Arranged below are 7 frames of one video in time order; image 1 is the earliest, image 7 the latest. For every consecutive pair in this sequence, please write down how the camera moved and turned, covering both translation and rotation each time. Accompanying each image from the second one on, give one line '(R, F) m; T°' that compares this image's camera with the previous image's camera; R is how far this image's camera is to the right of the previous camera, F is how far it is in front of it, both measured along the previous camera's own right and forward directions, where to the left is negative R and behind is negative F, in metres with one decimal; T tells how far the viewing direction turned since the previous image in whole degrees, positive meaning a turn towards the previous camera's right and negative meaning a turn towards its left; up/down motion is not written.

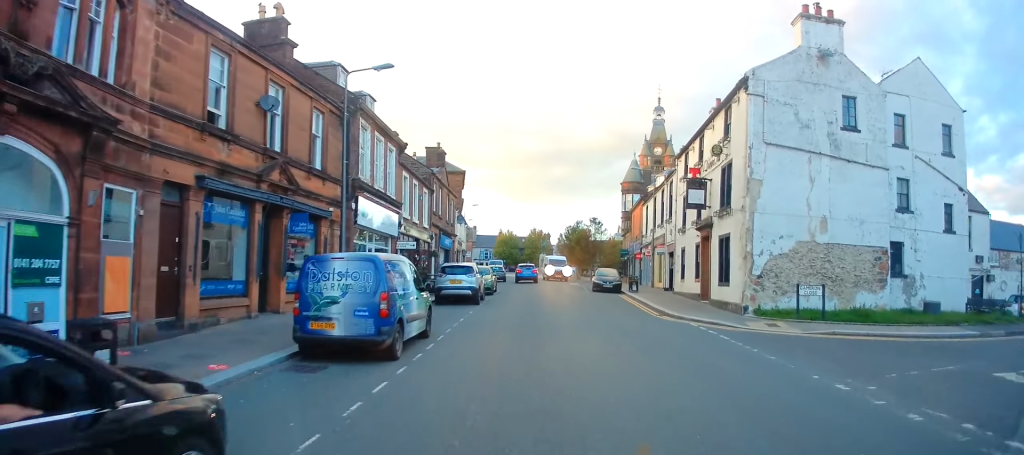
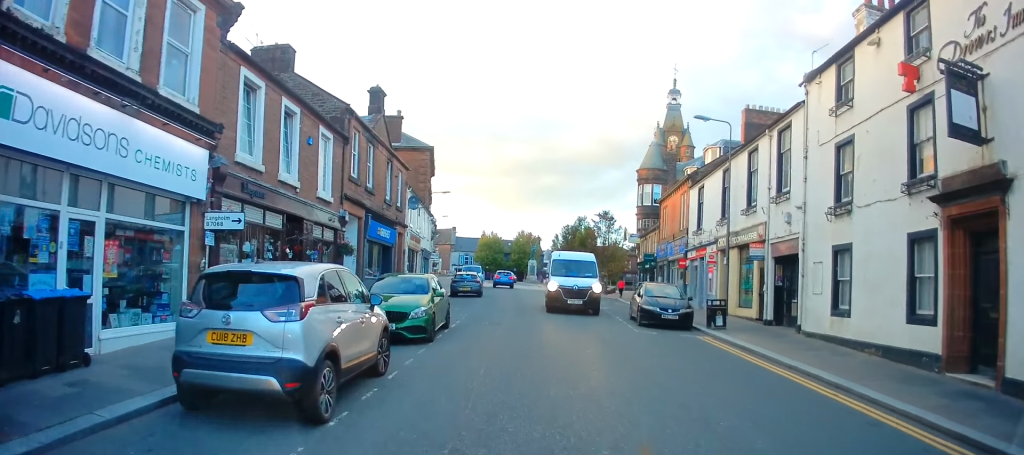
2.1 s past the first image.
(0.0, +17.2) m; 0°
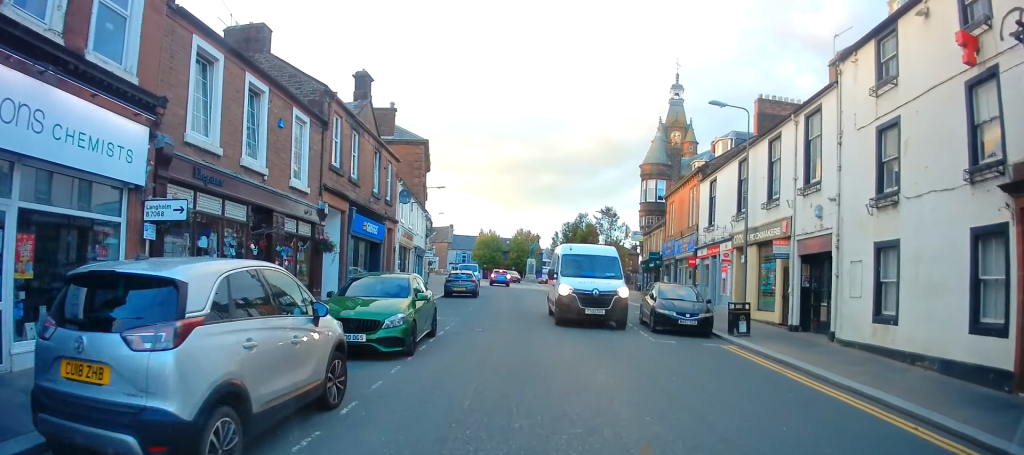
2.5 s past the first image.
(0.0, +2.5) m; 0°
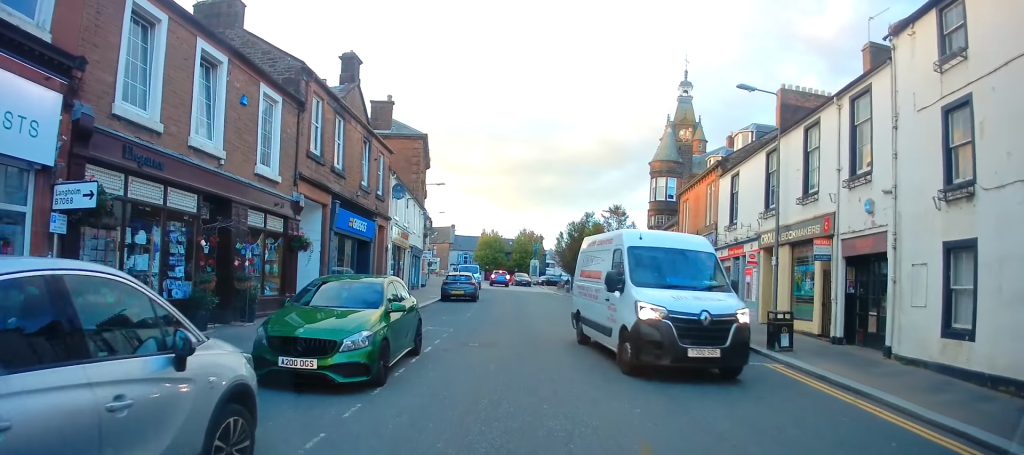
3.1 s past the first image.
(0.0, +2.9) m; +1°
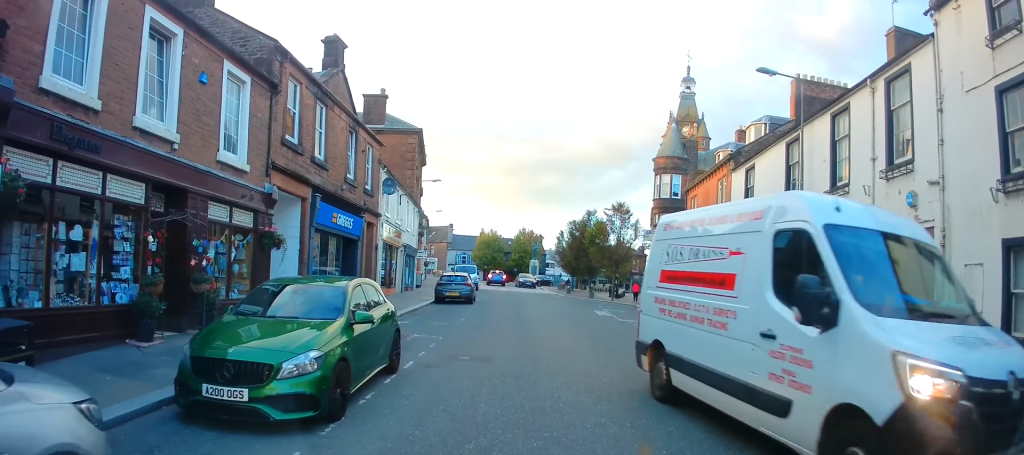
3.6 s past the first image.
(0.0, +2.0) m; +1°
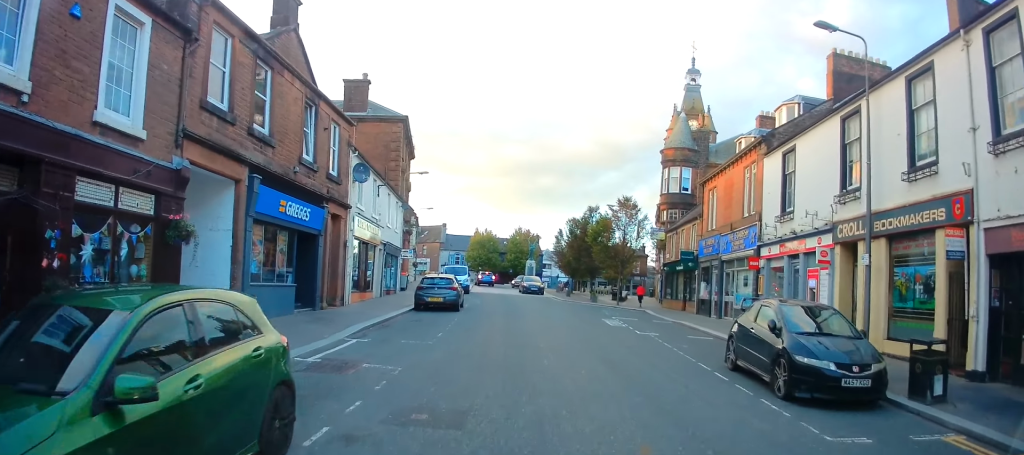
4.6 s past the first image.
(+0.1, +4.0) m; 0°
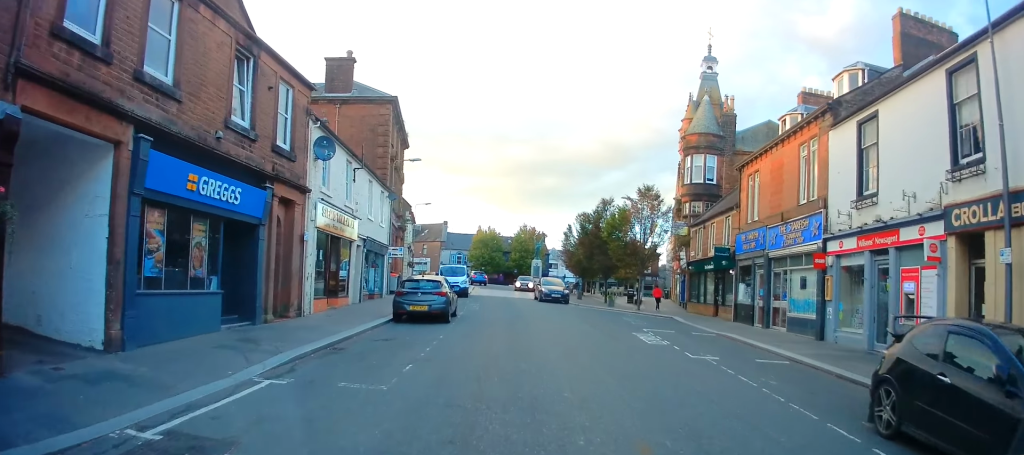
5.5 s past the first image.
(-0.1, +4.4) m; -3°
